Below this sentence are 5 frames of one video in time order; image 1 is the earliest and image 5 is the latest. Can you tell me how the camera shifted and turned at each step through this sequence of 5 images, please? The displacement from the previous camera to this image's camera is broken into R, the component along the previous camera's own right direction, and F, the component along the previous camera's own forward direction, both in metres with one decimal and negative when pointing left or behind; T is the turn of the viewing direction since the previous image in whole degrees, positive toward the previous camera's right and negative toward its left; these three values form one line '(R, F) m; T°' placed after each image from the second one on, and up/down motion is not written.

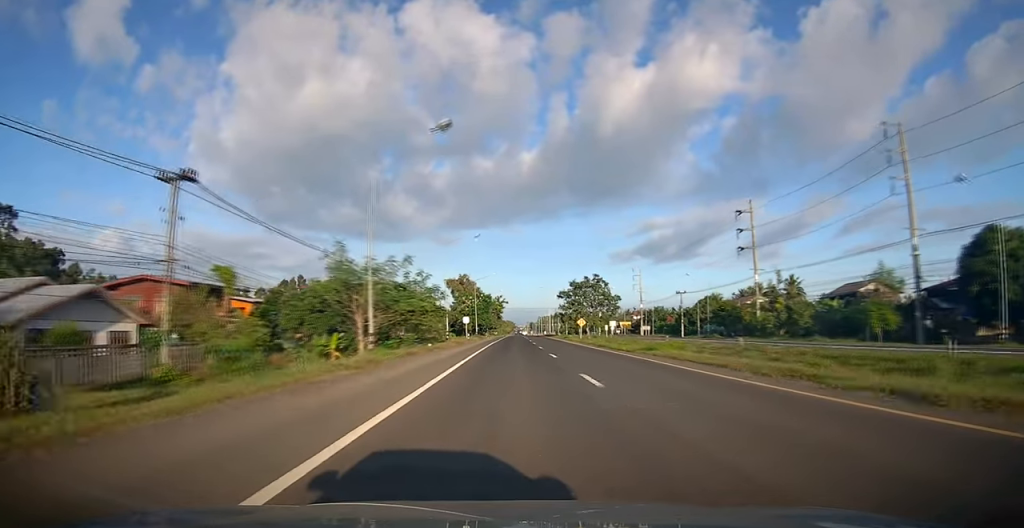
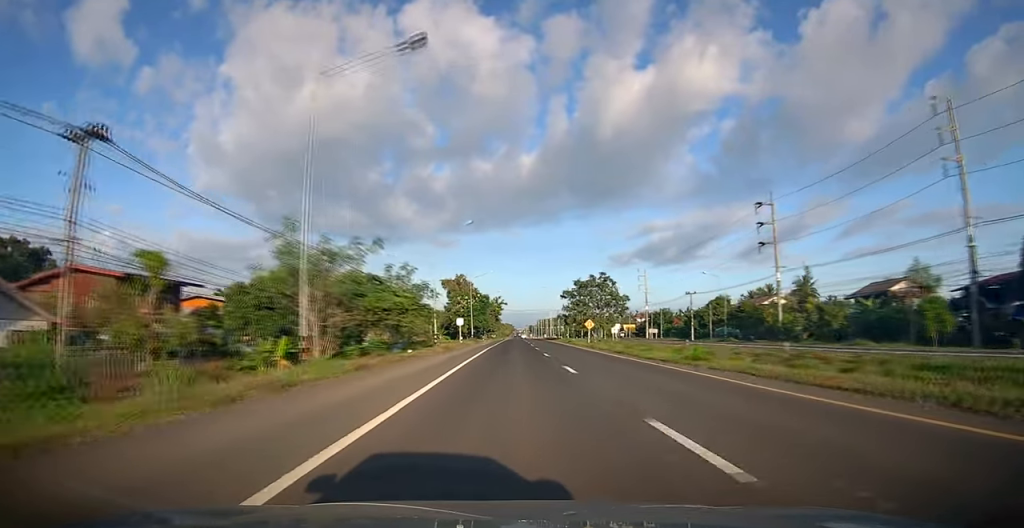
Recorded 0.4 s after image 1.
(+0.1, +7.3) m; +1°
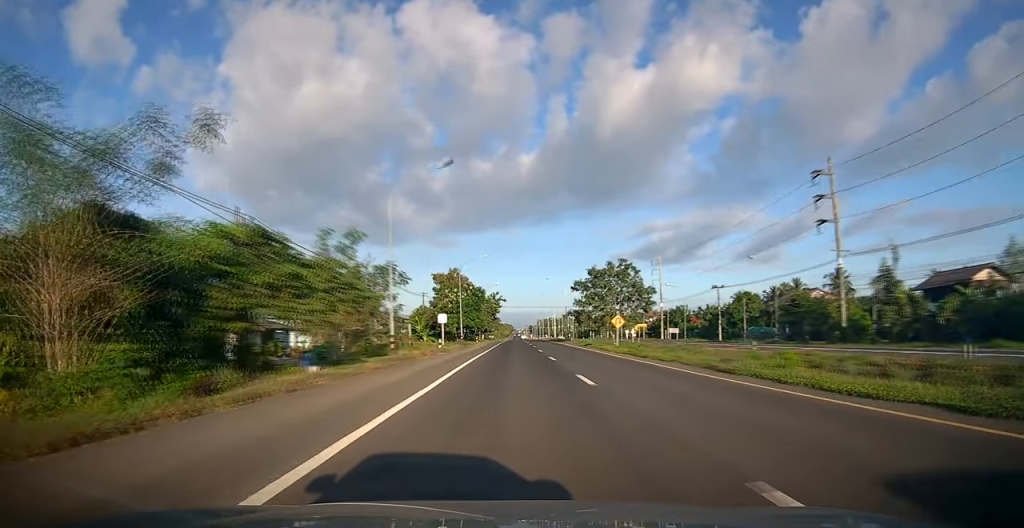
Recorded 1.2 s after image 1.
(+0.2, +15.4) m; 0°
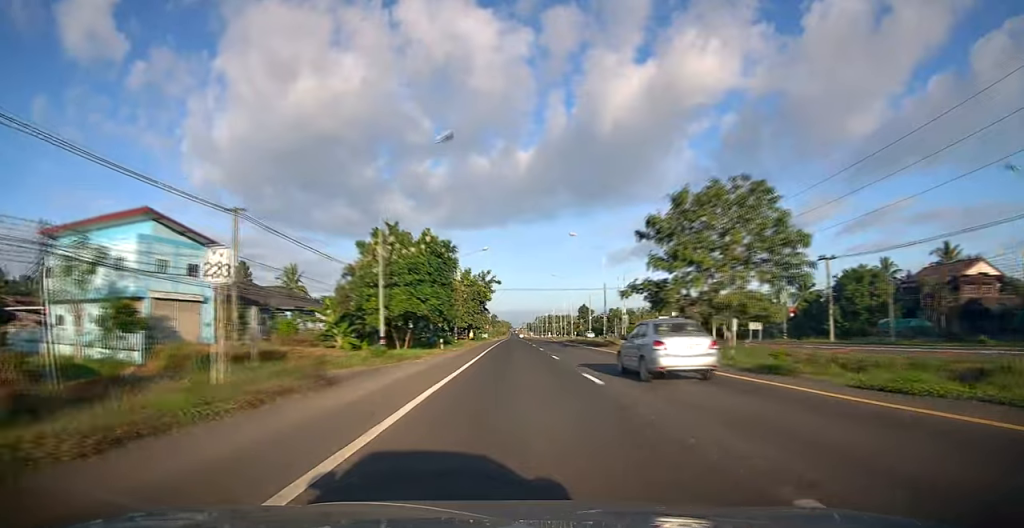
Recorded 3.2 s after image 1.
(-0.2, +36.2) m; 0°
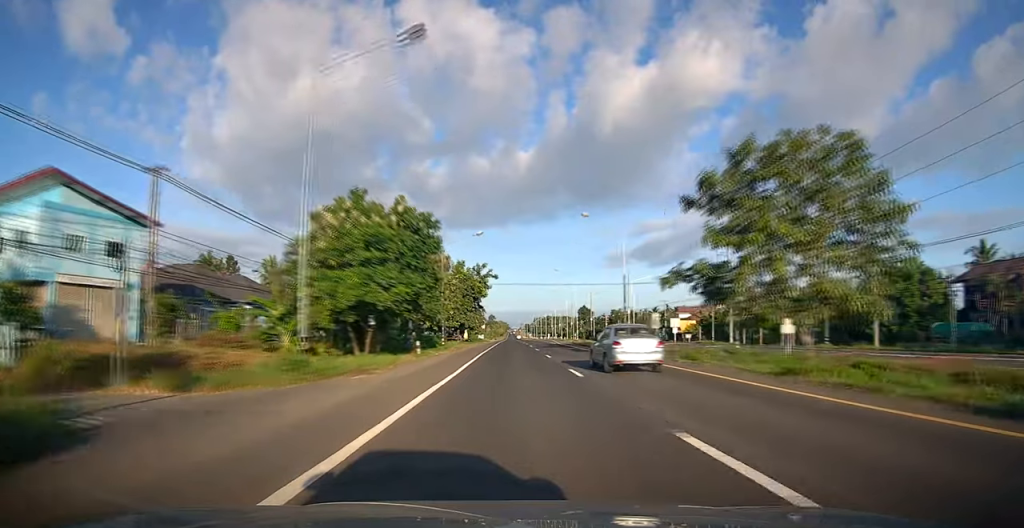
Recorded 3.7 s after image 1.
(+0.2, +8.9) m; 0°
